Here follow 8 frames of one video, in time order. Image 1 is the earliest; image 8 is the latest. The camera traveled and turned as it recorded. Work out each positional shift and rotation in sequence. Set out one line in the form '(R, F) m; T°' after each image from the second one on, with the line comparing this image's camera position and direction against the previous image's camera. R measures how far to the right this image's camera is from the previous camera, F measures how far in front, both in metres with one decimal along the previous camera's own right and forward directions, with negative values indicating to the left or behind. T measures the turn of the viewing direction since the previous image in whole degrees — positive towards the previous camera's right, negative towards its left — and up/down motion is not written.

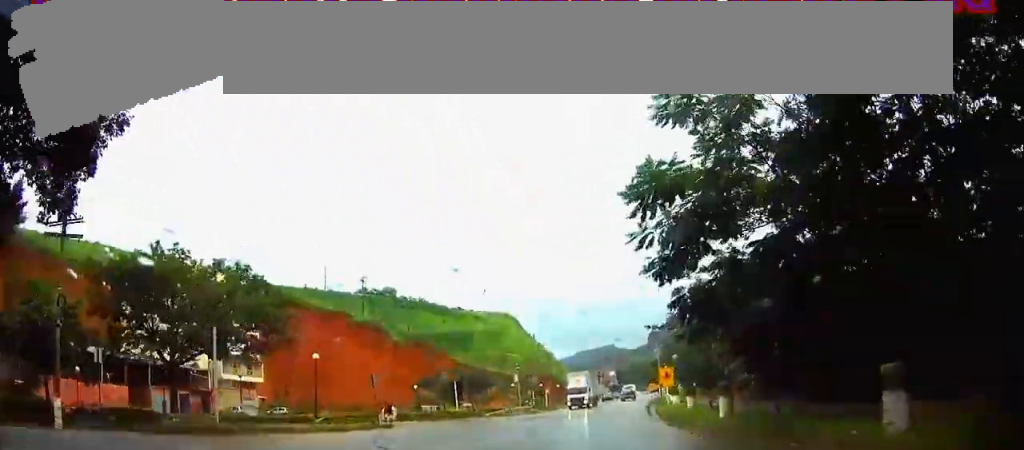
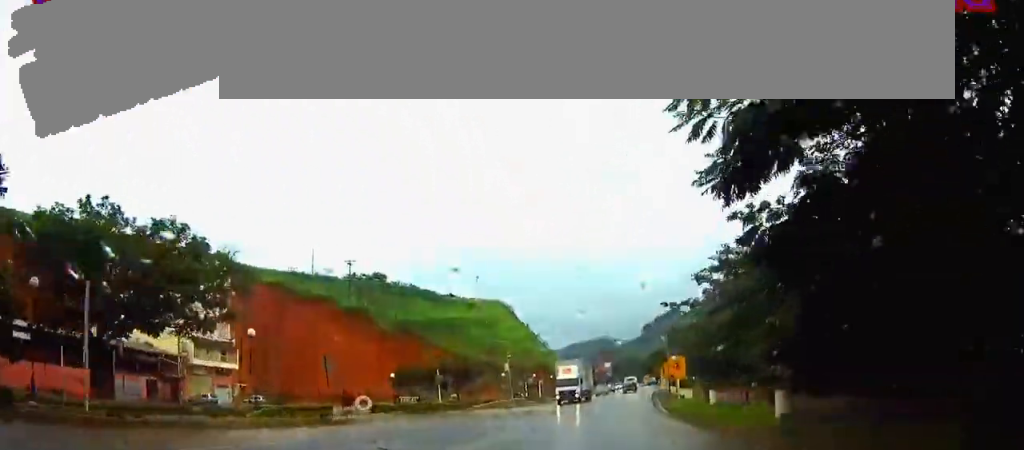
(0.0, +6.4) m; 0°
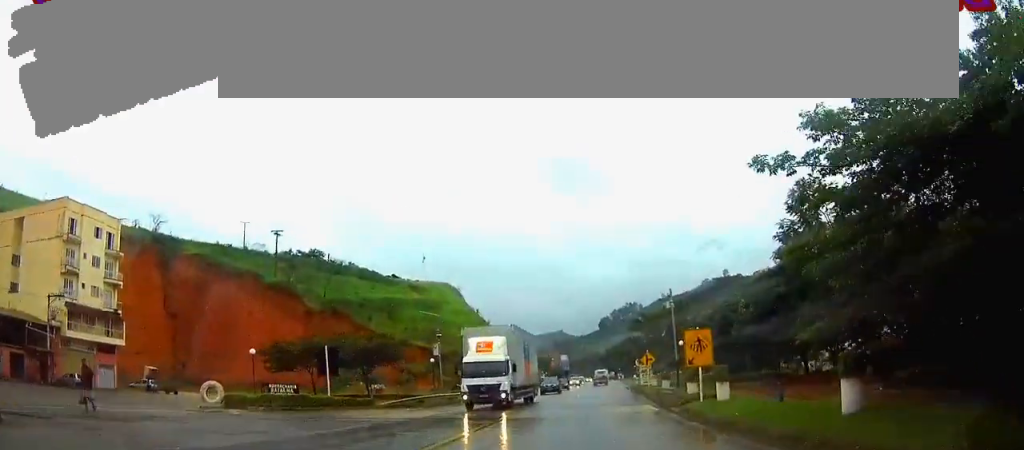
(+0.3, +17.6) m; +3°
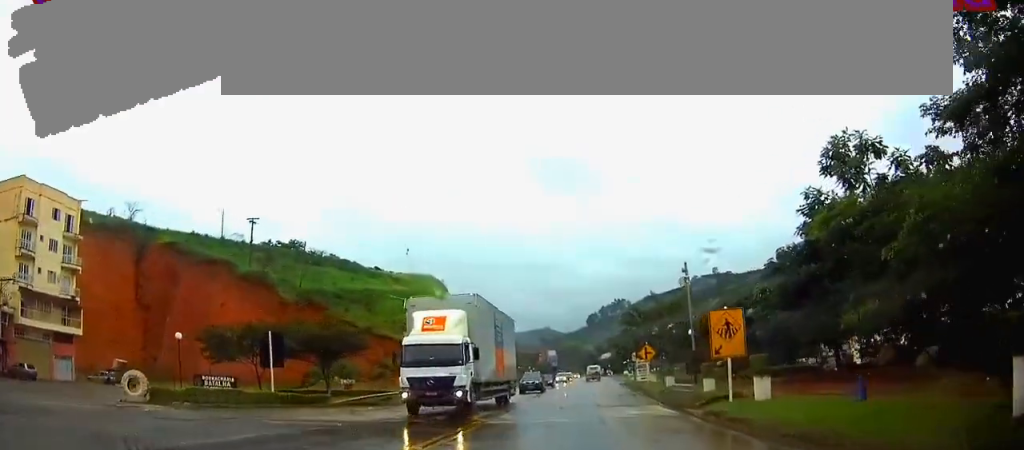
(+0.1, +6.0) m; +1°
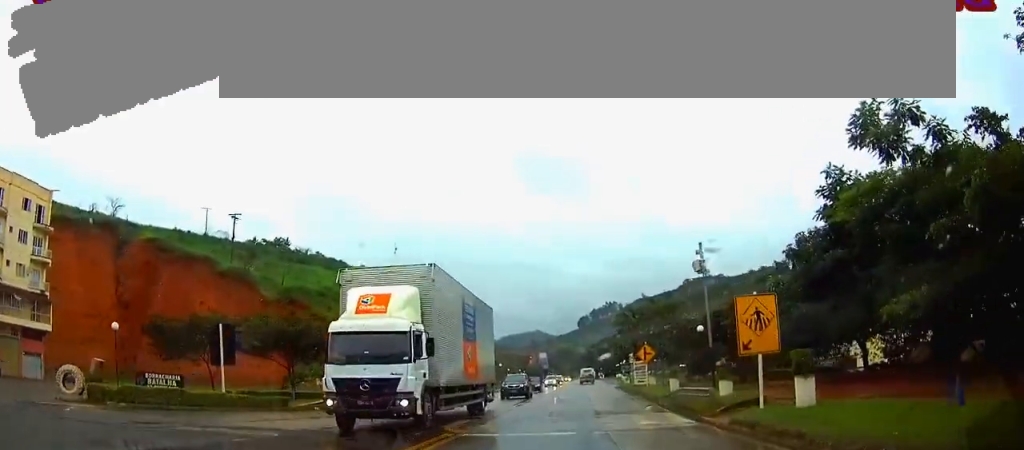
(0.0, +4.1) m; +1°
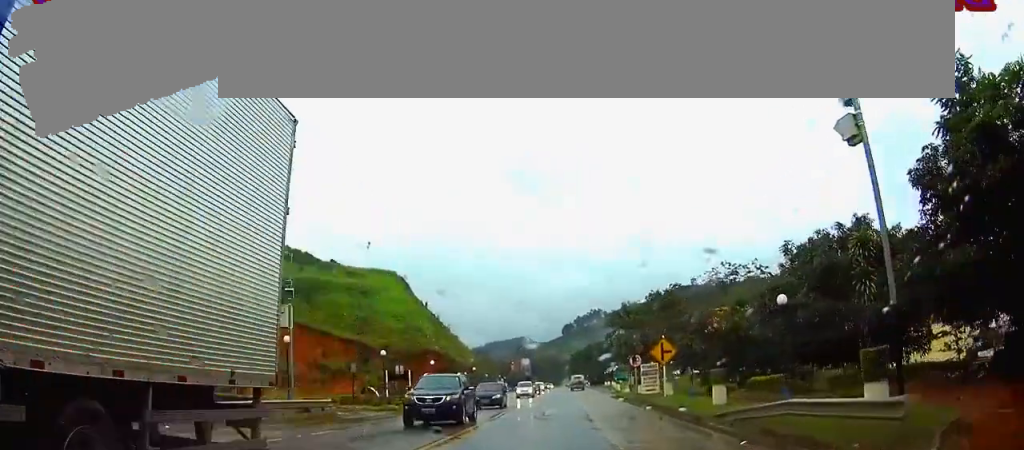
(0.0, +12.3) m; 0°
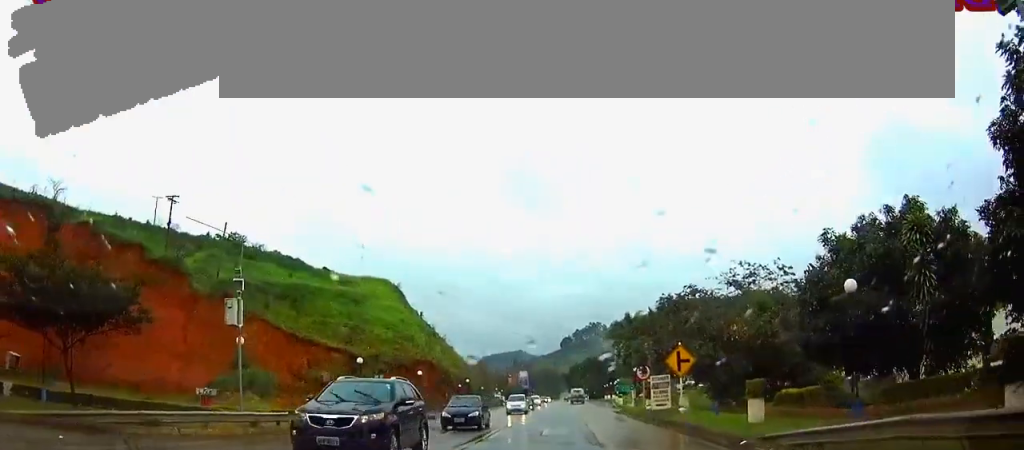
(-0.1, +4.5) m; +1°
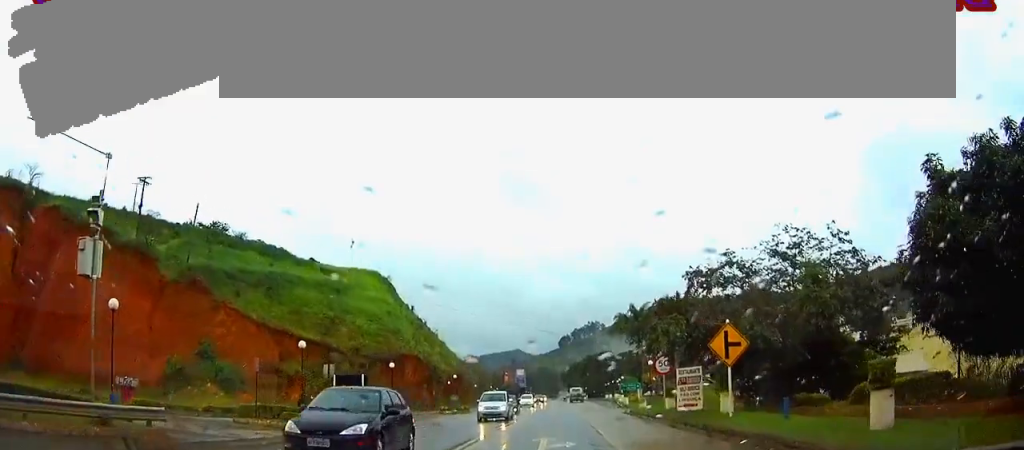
(+0.3, +7.9) m; +2°
